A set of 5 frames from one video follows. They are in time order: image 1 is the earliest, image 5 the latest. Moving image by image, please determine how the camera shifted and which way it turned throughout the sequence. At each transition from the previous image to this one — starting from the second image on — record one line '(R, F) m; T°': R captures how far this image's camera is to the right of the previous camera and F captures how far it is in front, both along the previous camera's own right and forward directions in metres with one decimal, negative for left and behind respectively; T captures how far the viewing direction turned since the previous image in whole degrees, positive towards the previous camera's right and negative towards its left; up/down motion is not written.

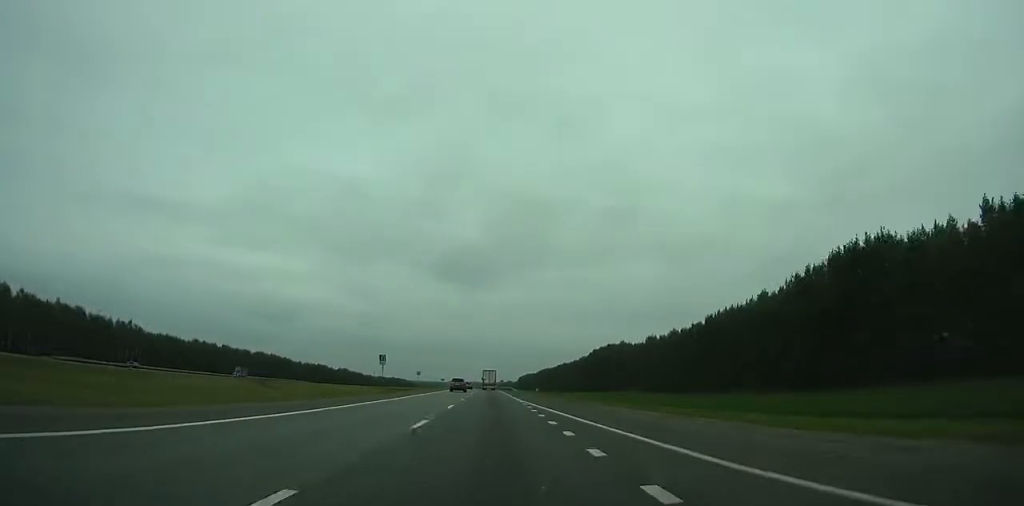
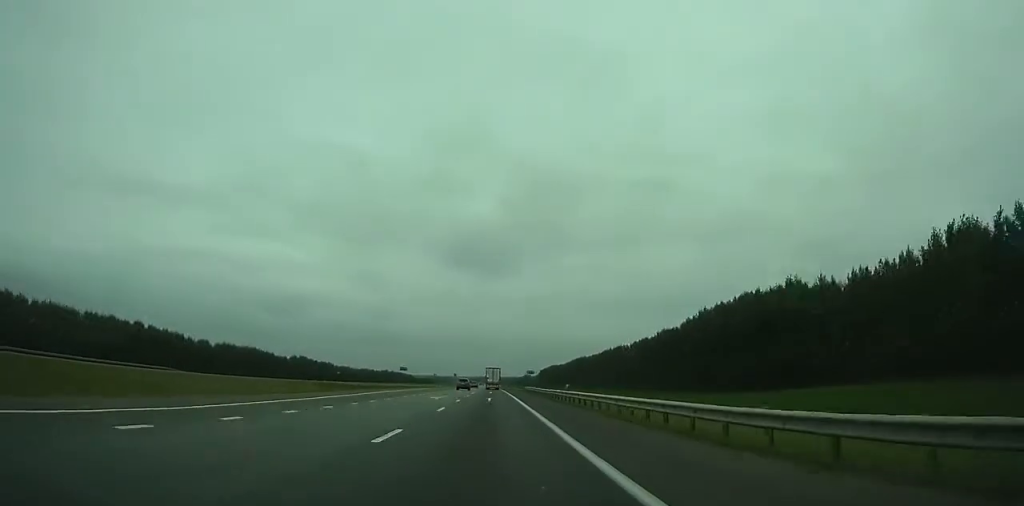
(-1.0, +124.9) m; -1°
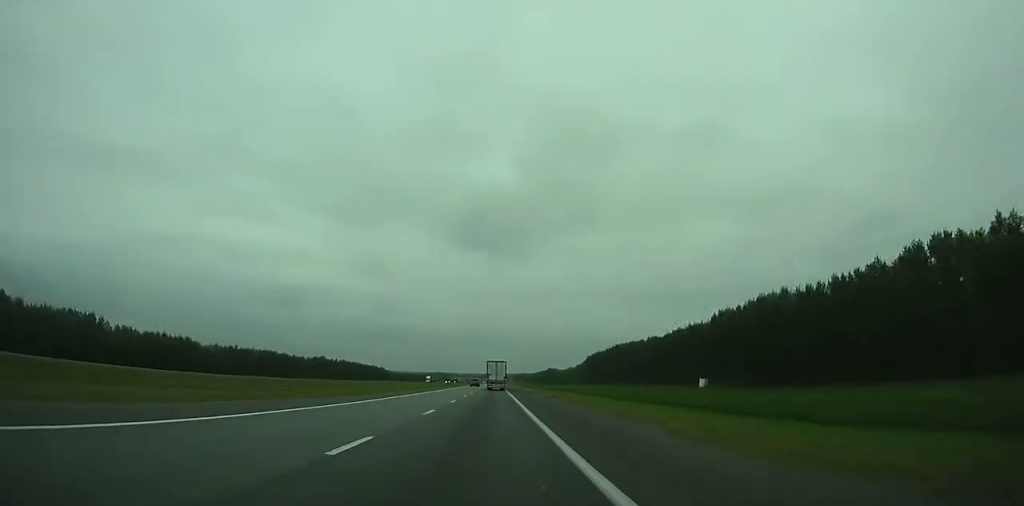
(-4.0, +227.1) m; -1°
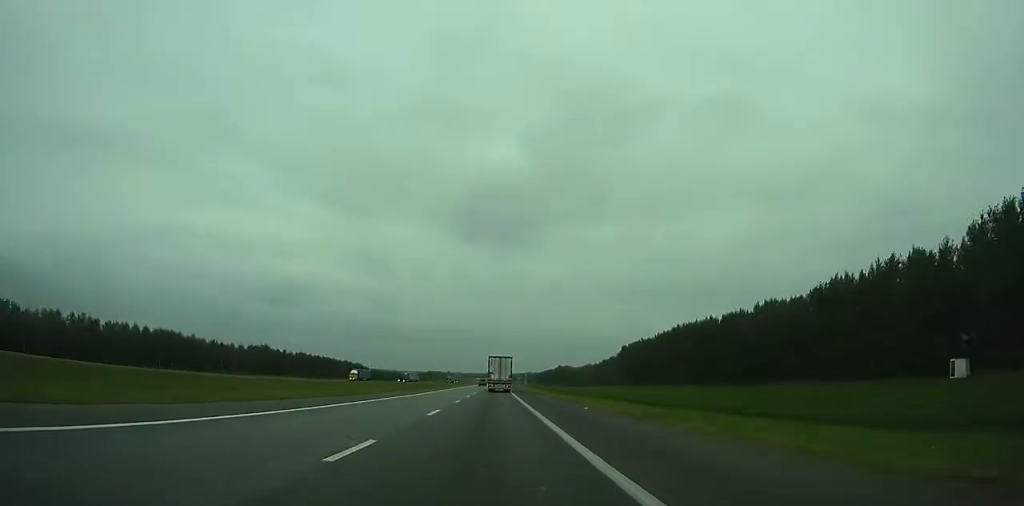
(+0.1, +82.3) m; 0°
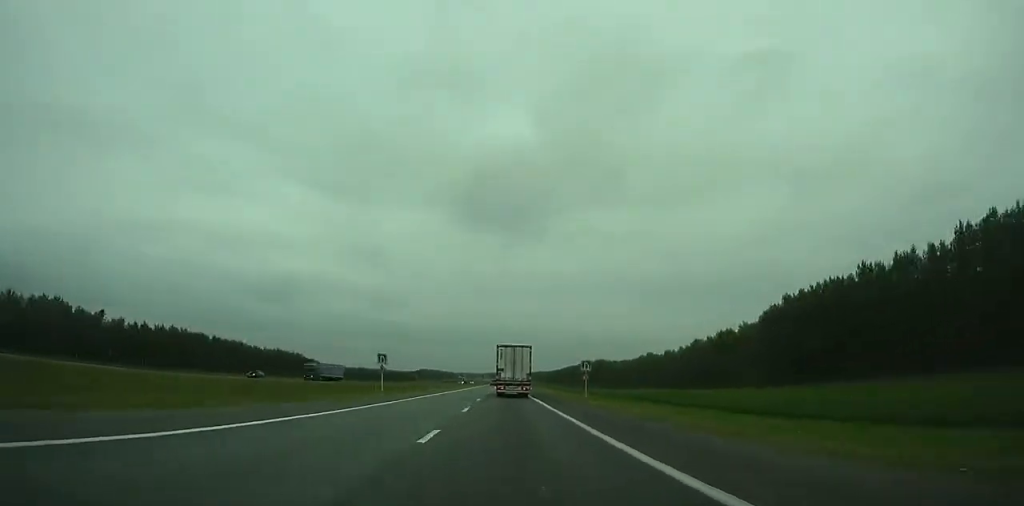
(-0.9, +130.1) m; -1°
